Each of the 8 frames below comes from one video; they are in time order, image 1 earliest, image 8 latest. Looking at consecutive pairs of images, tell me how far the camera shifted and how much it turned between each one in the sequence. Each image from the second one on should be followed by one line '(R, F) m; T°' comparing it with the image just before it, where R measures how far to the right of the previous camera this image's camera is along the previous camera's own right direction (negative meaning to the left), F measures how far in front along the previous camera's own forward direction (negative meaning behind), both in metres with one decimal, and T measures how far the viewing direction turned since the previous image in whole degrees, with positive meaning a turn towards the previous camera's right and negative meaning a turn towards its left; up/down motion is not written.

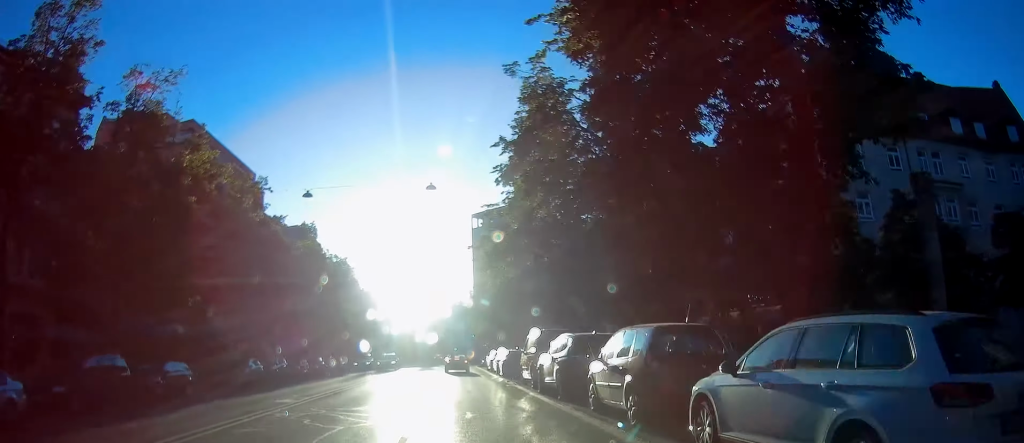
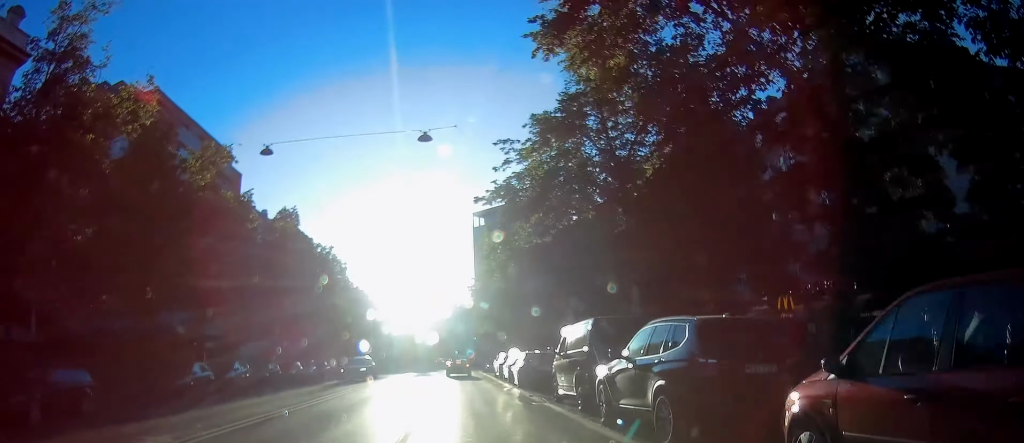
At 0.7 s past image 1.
(0.0, +7.6) m; 0°
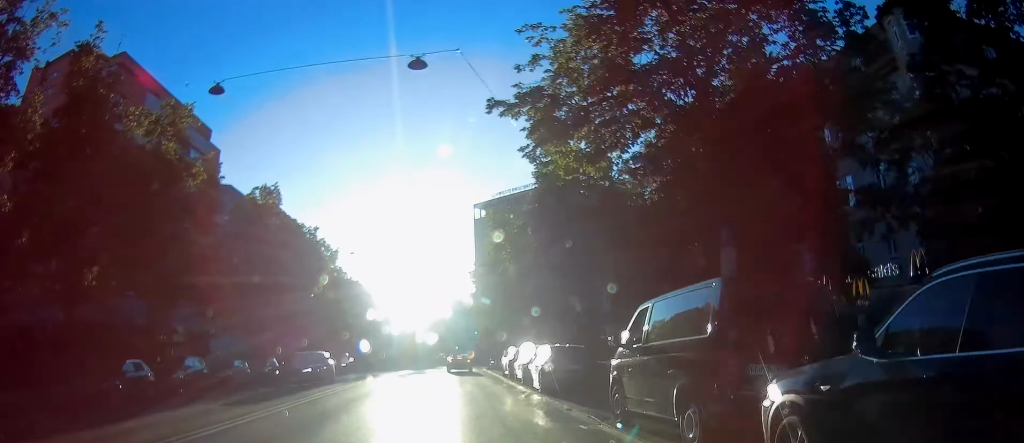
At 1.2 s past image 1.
(0.0, +6.1) m; 0°
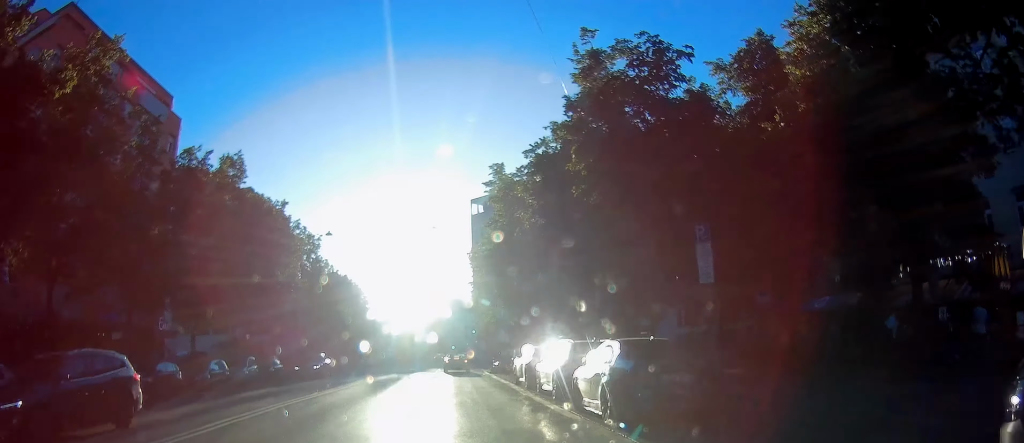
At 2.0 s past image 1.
(-0.1, +8.0) m; -1°
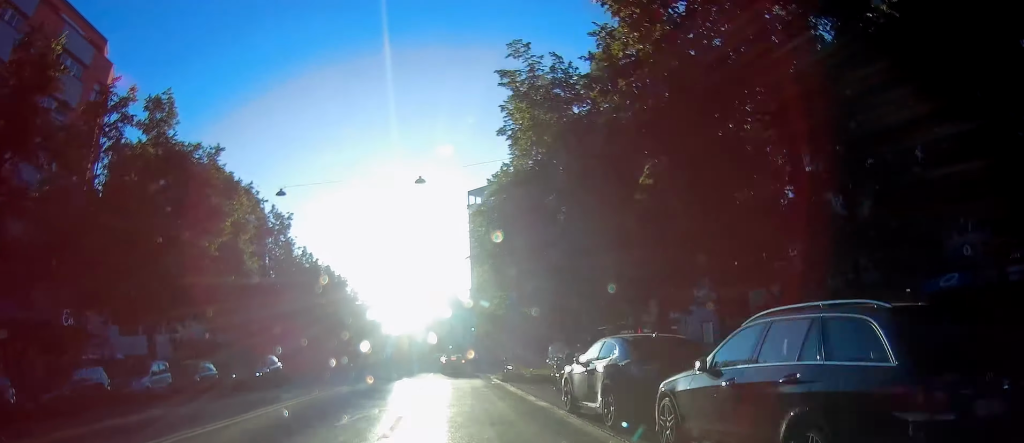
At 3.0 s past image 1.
(0.0, +10.9) m; -2°
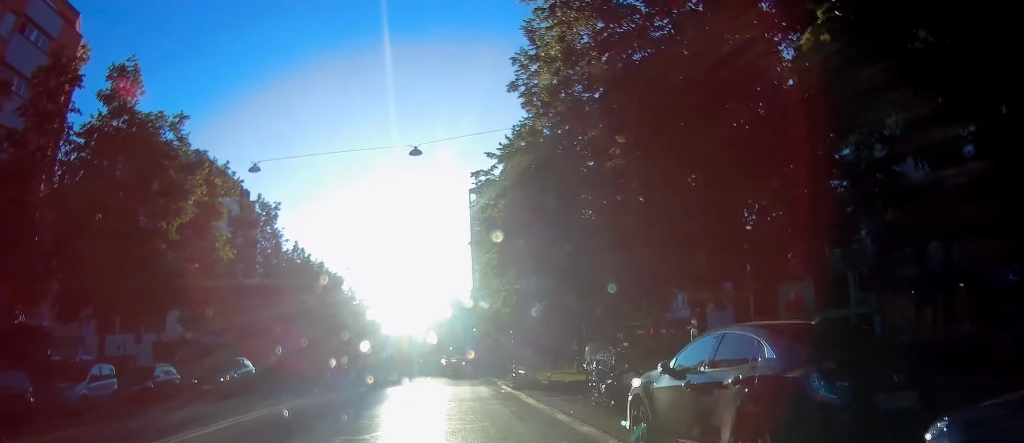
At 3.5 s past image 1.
(-0.1, +4.3) m; 0°
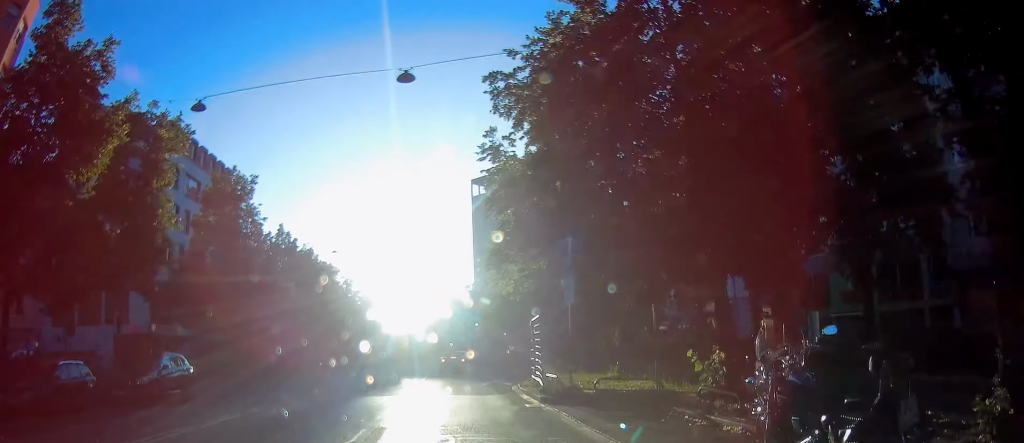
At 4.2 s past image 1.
(-0.1, +6.5) m; +1°
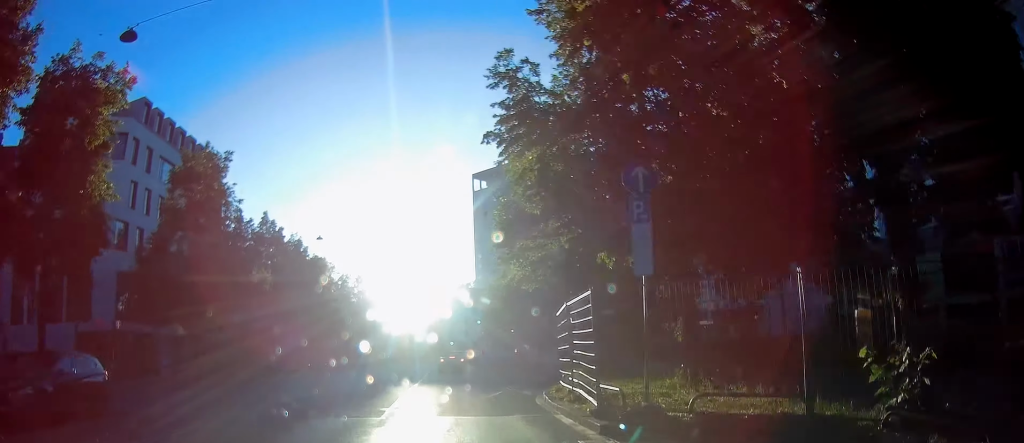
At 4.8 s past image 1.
(+0.2, +5.4) m; +2°
